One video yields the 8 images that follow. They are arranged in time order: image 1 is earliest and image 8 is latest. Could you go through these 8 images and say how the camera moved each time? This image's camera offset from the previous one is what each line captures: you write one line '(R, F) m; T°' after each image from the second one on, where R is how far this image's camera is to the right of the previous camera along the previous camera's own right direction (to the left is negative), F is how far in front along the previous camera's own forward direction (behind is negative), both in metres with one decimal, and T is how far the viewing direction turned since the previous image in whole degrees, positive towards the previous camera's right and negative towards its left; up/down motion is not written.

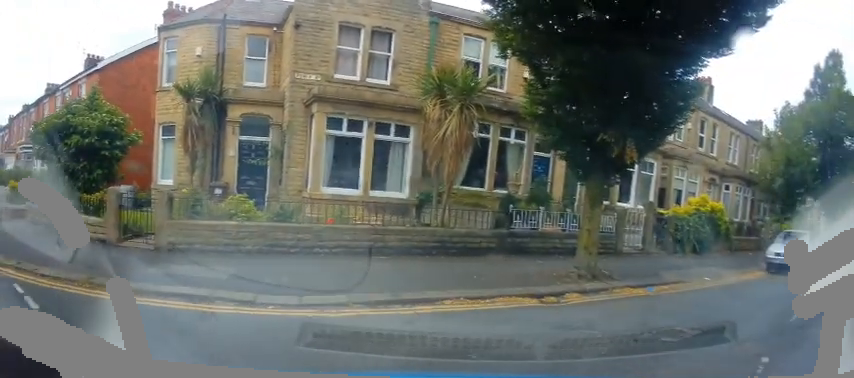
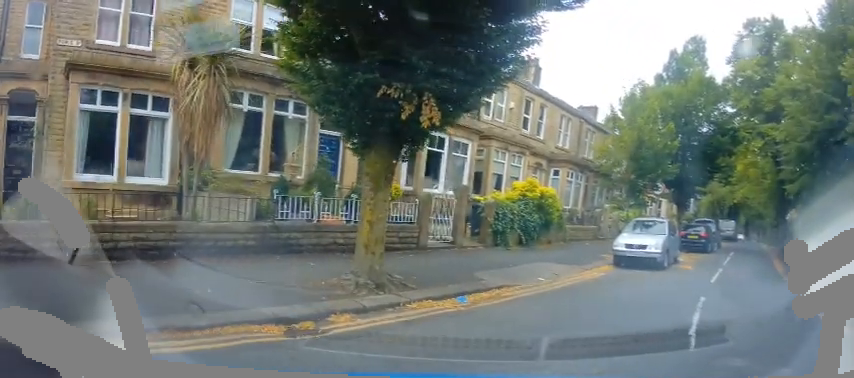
(+0.6, +2.4) m; +24°
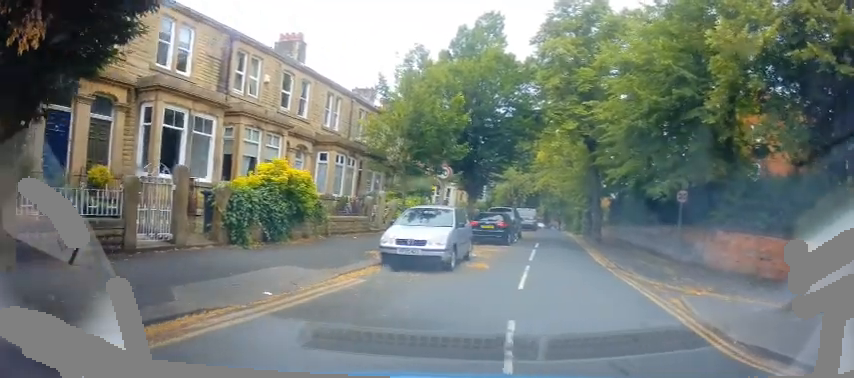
(+0.6, +2.6) m; +14°
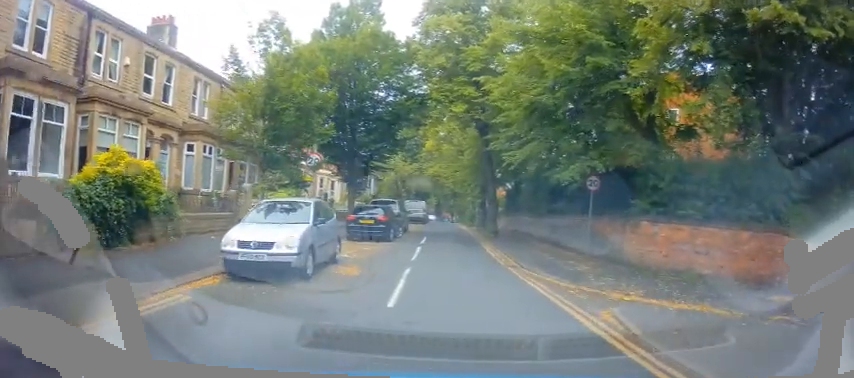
(0.0, +1.9) m; -1°
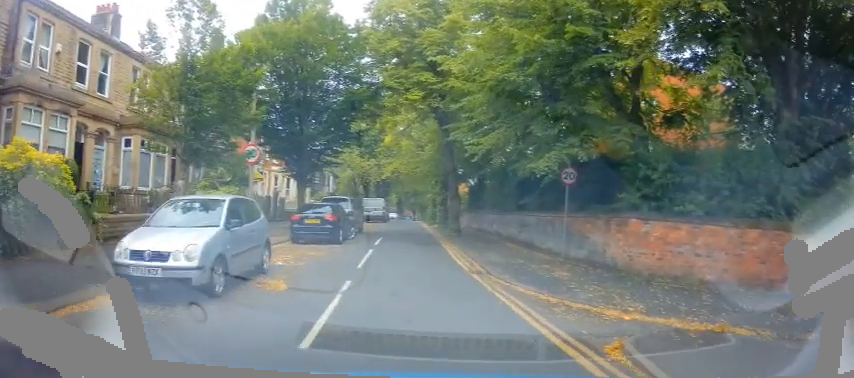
(-0.1, +2.0) m; -2°
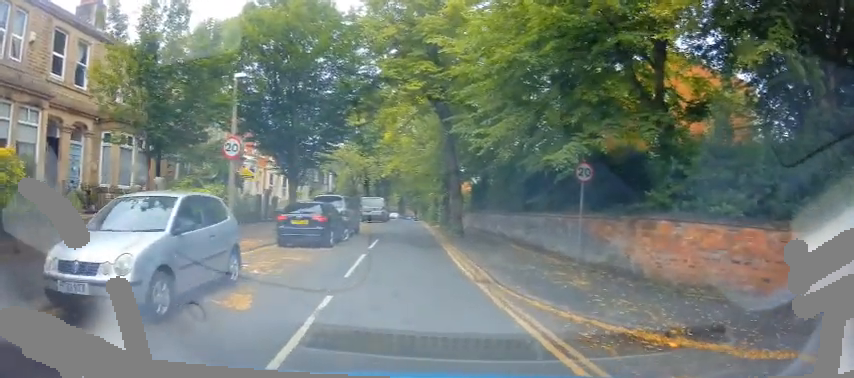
(0.0, +1.6) m; -1°
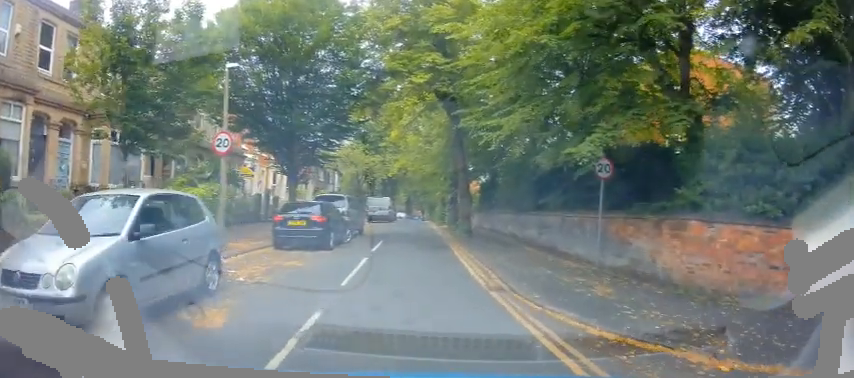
(0.0, +1.2) m; 0°
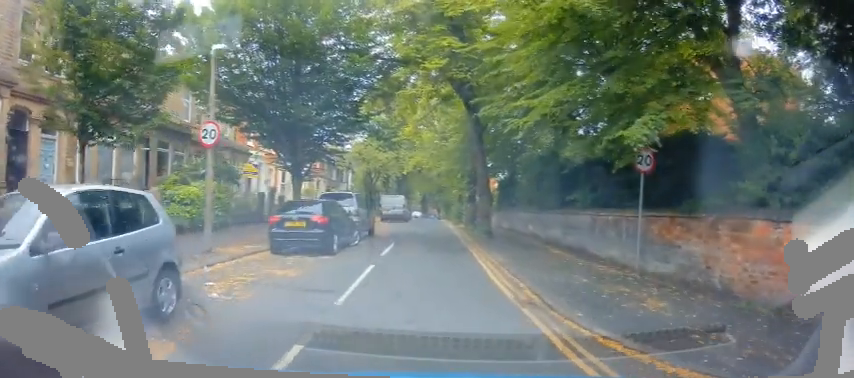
(0.0, +1.6) m; 0°
